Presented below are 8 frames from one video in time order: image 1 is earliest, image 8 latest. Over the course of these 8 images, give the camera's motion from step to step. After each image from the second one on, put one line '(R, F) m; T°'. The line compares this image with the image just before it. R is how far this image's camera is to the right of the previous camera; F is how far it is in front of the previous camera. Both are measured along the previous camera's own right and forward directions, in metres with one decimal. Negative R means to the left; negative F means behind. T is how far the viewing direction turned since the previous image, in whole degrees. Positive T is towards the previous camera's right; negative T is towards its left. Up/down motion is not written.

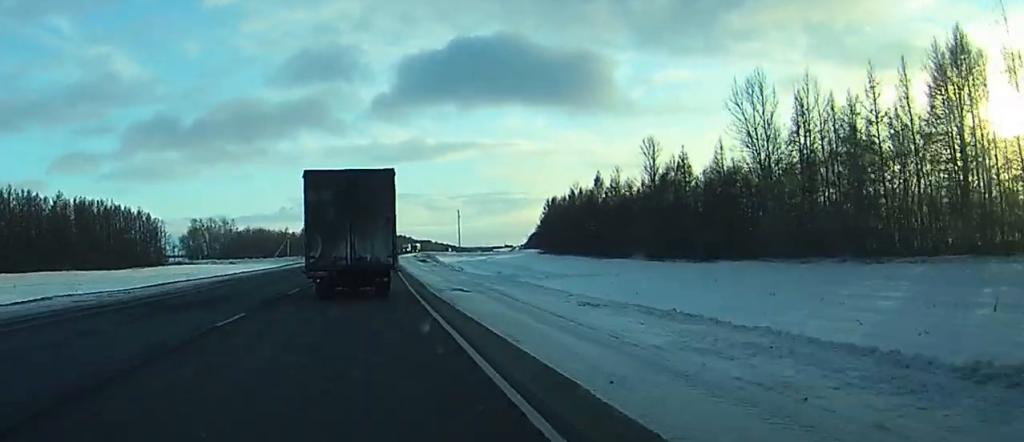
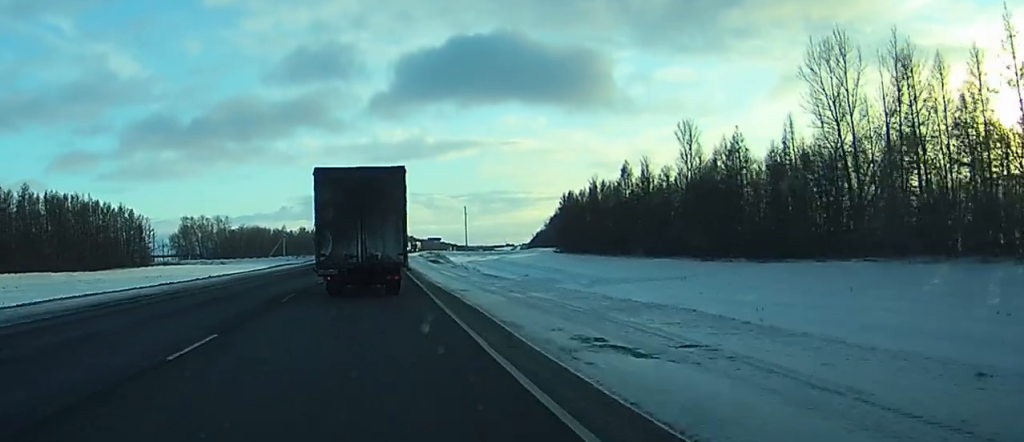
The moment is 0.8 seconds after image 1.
(-0.1, +16.6) m; 0°
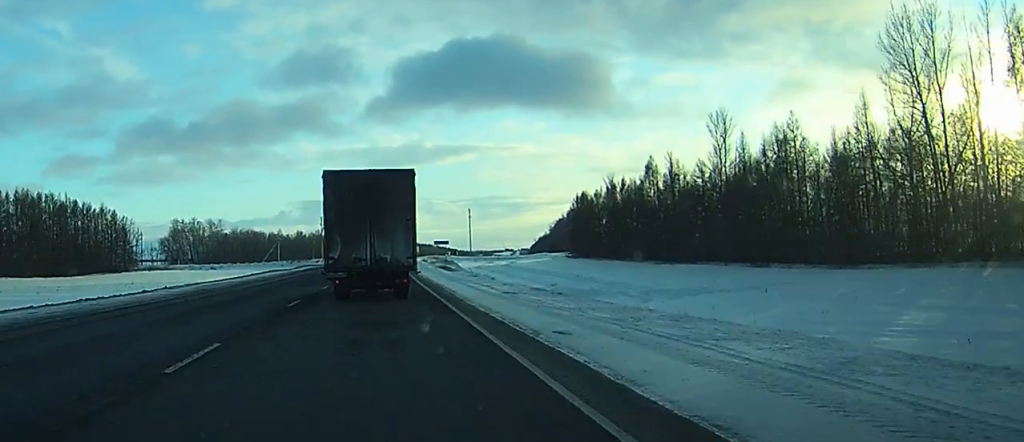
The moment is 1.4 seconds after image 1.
(0.0, +13.0) m; 0°
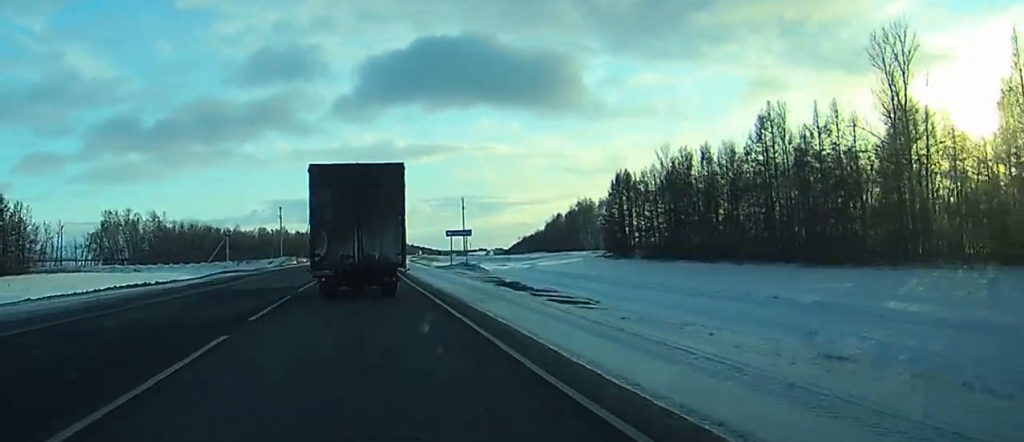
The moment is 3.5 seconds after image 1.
(+0.5, +46.7) m; +1°
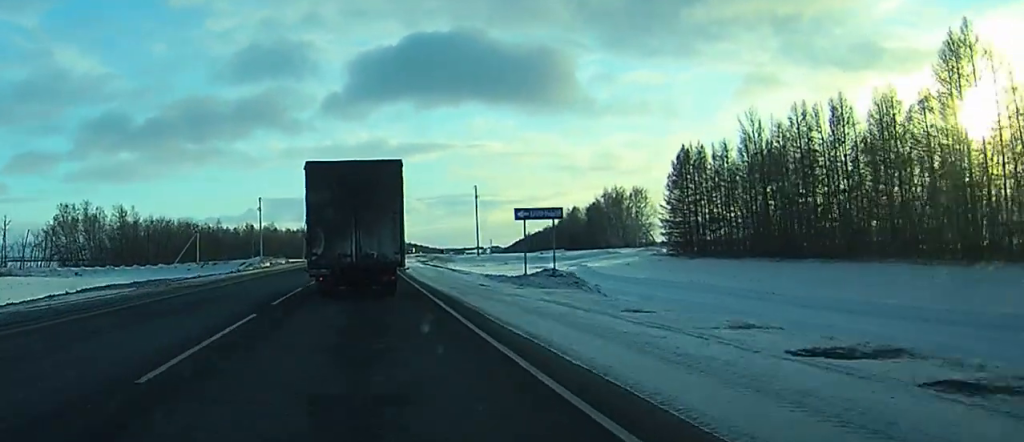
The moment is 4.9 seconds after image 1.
(+0.3, +31.6) m; +1°
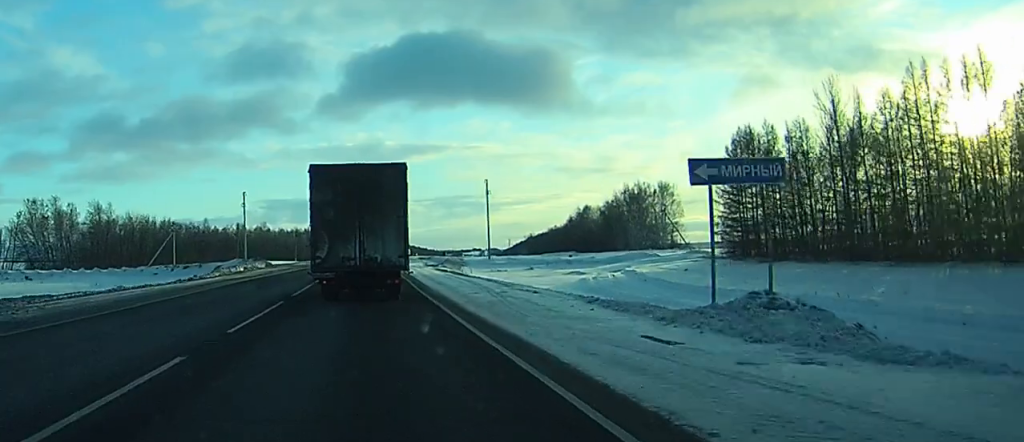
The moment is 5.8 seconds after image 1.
(+0.1, +19.0) m; 0°
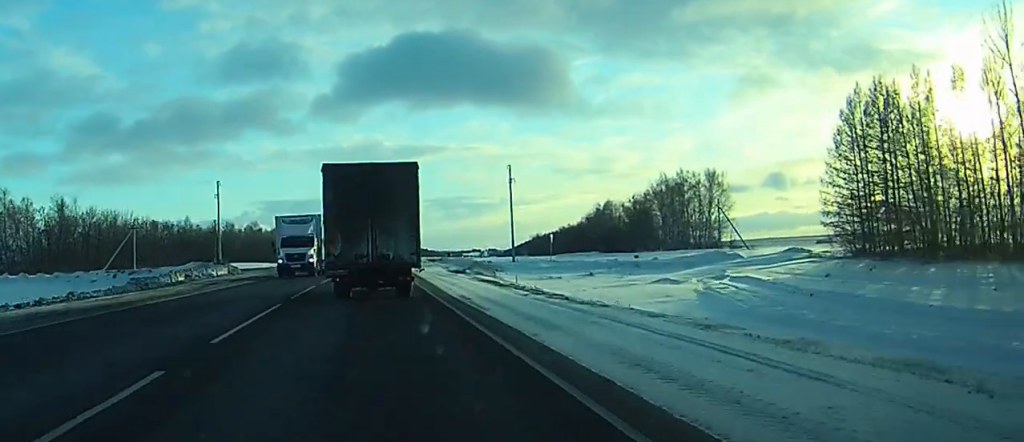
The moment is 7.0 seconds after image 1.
(+0.1, +26.1) m; 0°
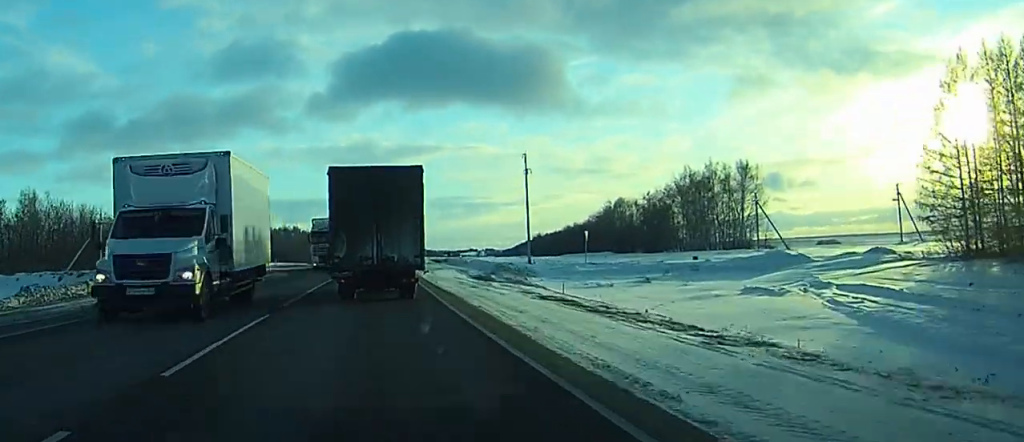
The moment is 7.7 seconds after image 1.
(0.0, +15.1) m; 0°
